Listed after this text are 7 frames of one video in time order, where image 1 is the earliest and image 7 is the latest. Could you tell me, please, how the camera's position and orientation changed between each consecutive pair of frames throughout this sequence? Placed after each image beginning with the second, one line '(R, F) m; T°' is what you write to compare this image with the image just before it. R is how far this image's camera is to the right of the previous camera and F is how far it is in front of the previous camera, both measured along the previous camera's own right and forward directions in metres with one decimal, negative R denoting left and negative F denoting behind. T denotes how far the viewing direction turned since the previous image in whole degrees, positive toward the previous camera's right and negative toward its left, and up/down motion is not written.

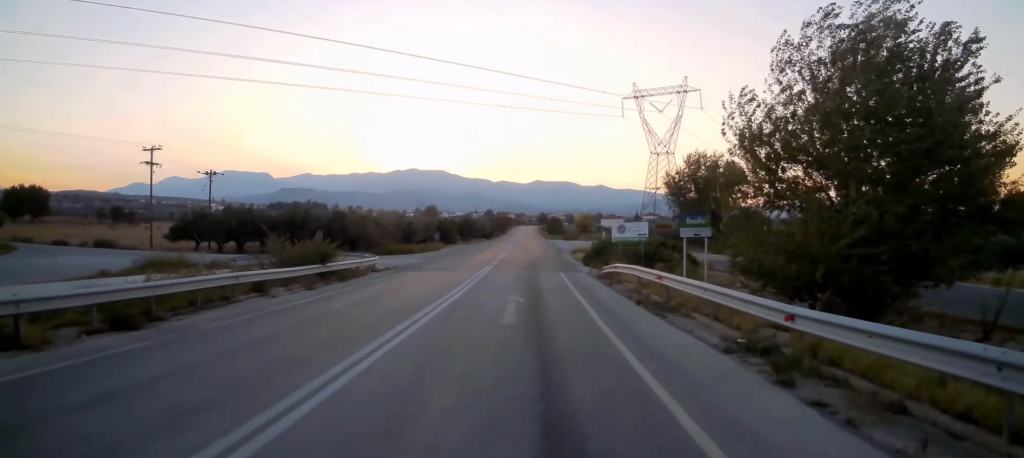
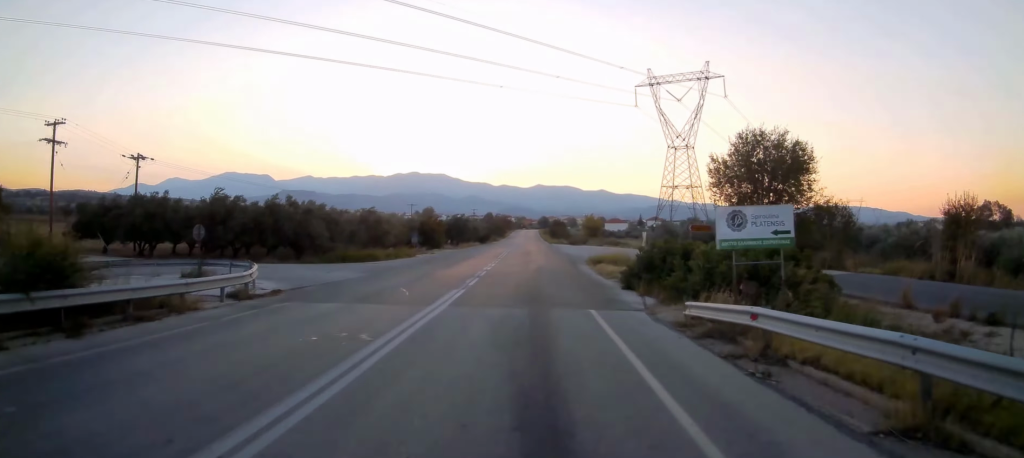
(0.0, +15.0) m; 0°
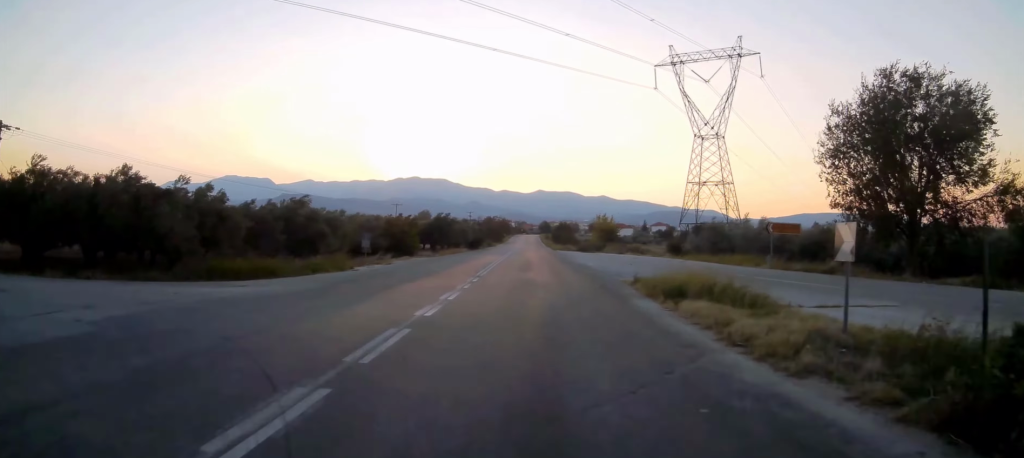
(0.0, +18.1) m; -1°
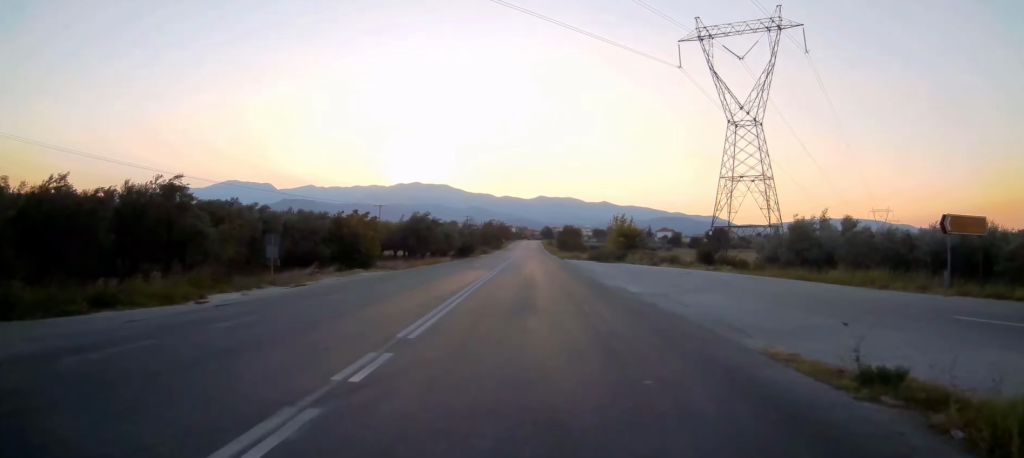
(-0.3, +15.9) m; -1°
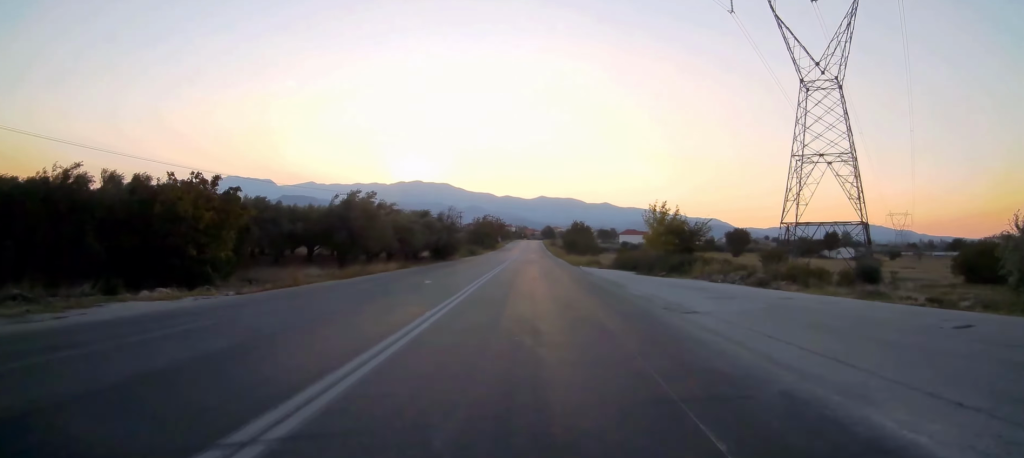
(+0.2, +22.1) m; +1°
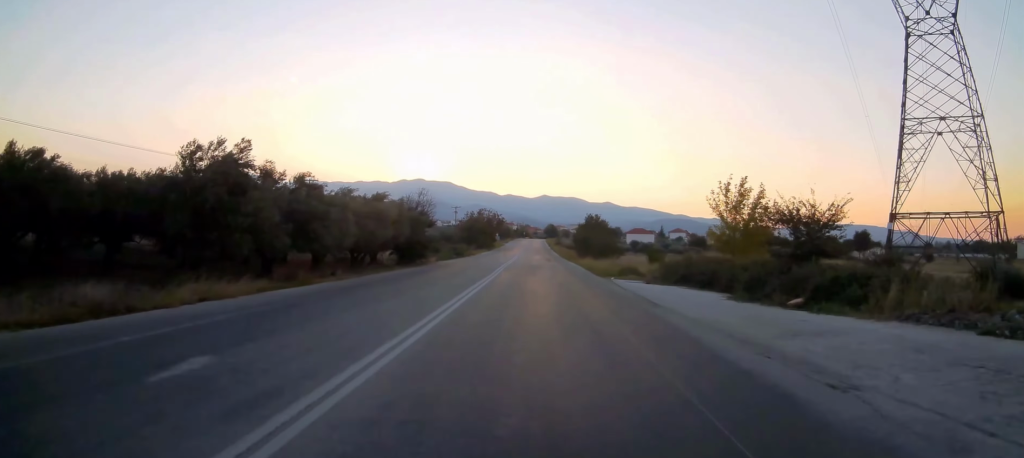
(+0.3, +18.1) m; 0°
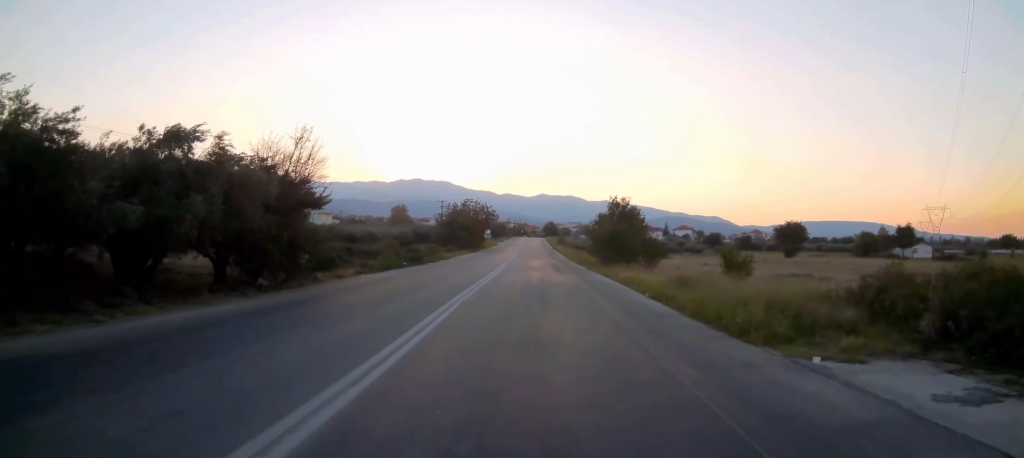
(-0.5, +23.3) m; -1°
